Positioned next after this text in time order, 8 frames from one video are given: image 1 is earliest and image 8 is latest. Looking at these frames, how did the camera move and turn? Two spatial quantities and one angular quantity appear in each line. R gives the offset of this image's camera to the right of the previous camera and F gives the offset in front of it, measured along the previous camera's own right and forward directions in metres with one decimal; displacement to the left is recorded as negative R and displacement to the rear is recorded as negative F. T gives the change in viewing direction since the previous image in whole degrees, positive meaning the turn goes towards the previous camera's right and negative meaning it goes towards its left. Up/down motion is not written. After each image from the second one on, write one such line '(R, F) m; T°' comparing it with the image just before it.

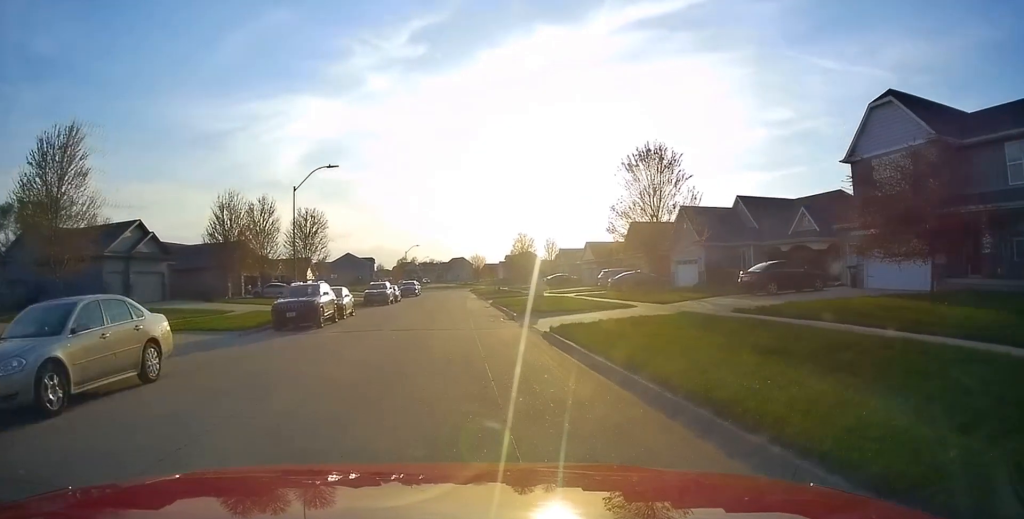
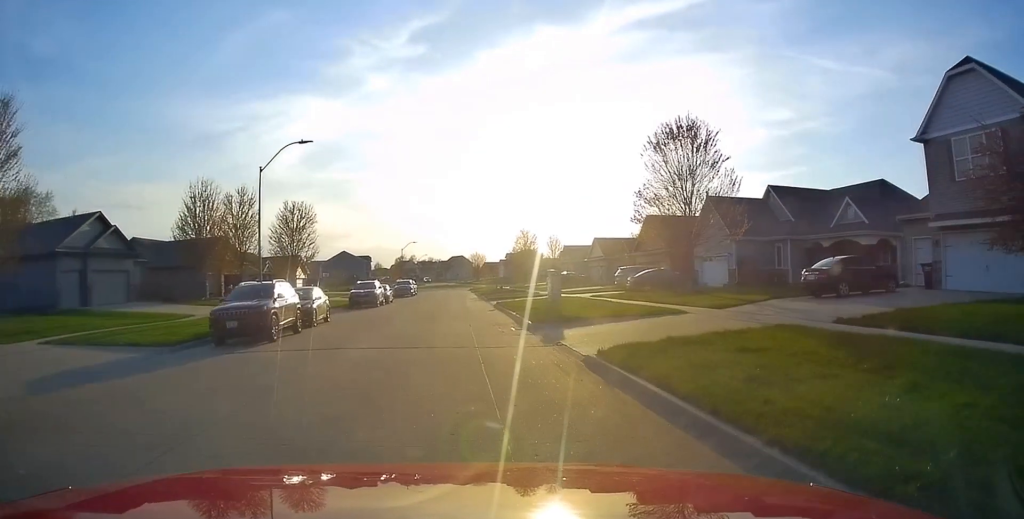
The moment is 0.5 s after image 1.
(-0.1, +5.4) m; -1°
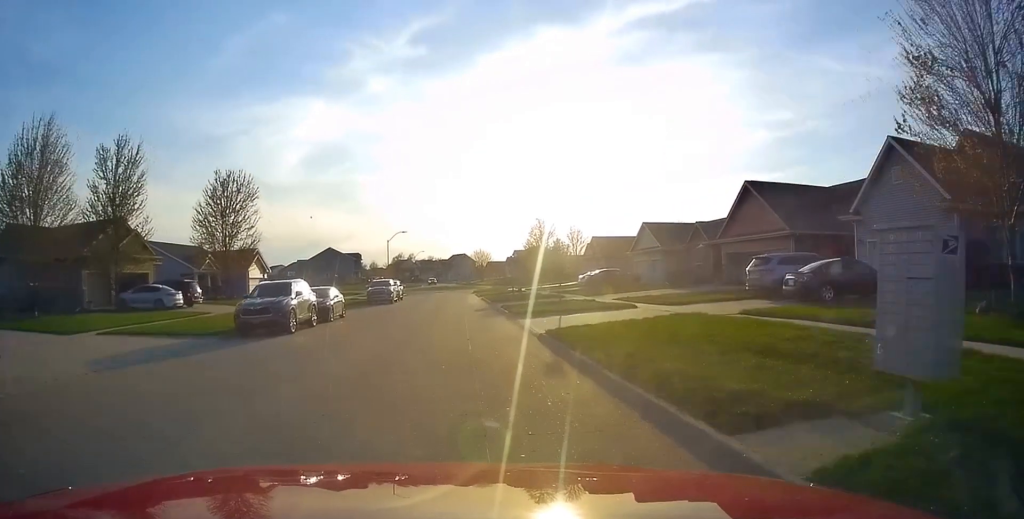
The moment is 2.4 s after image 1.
(-0.7, +20.4) m; -2°
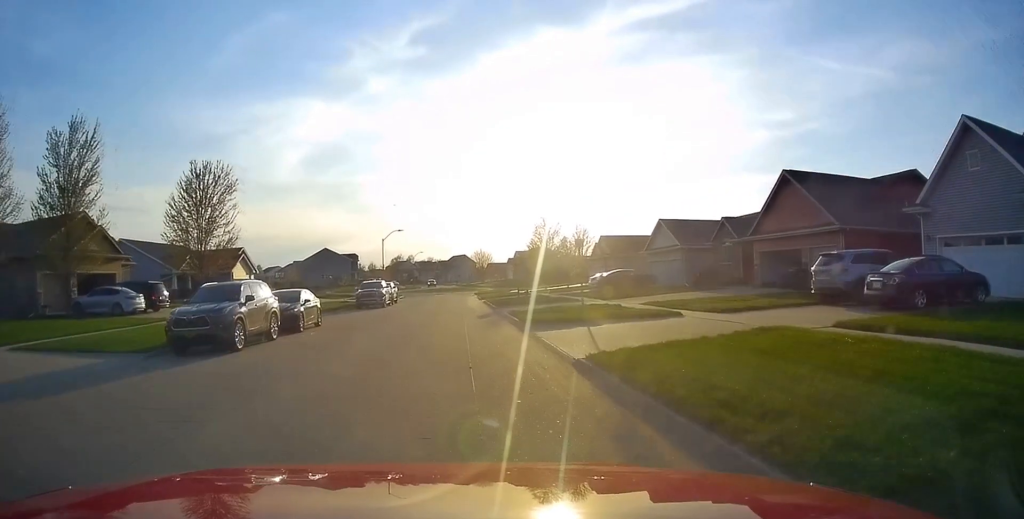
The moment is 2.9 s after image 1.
(0.0, +4.9) m; 0°
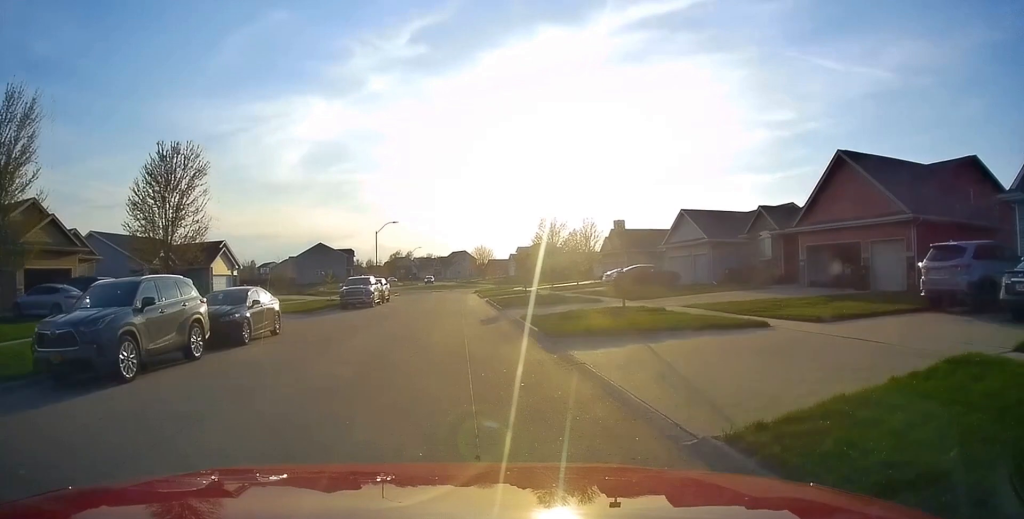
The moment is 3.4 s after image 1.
(0.0, +5.3) m; 0°
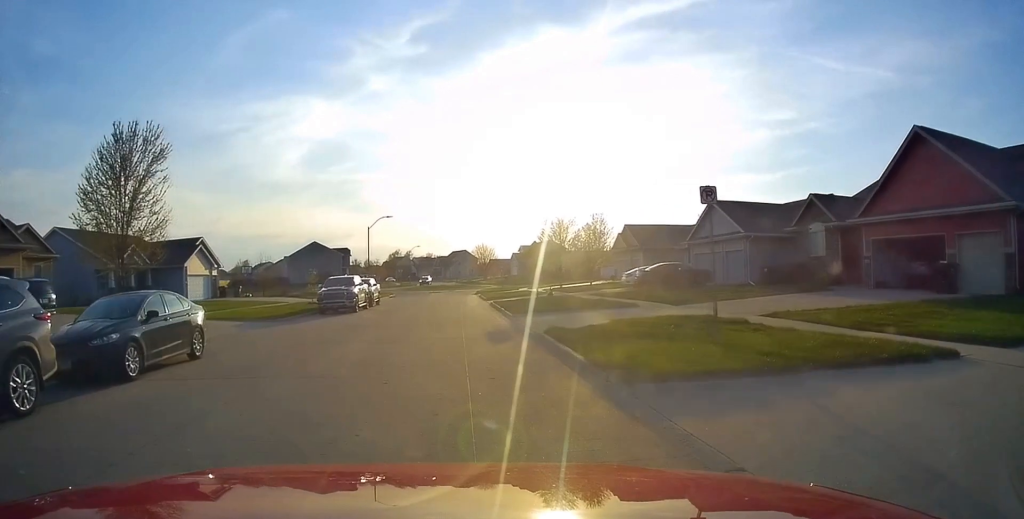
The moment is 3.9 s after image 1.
(0.0, +5.8) m; 0°
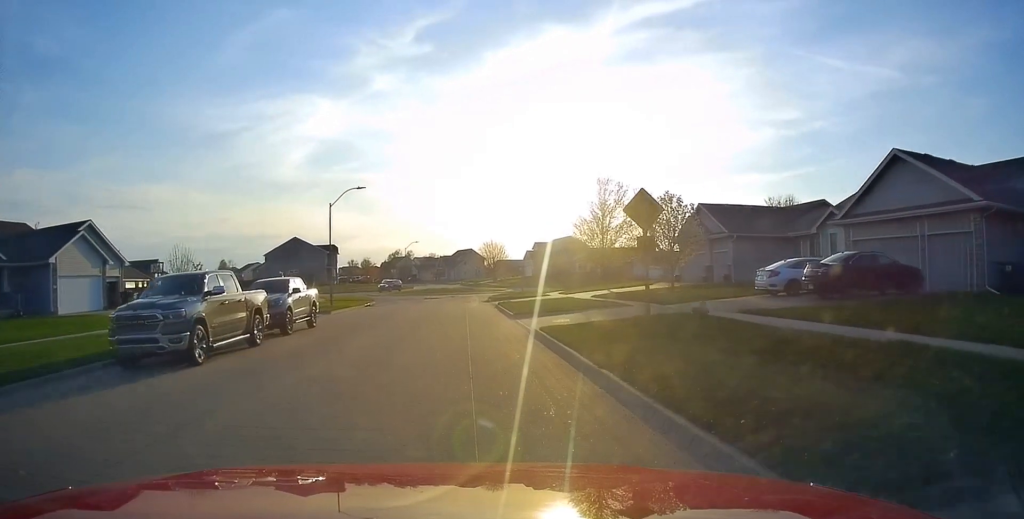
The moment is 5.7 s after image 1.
(0.0, +19.1) m; 0°
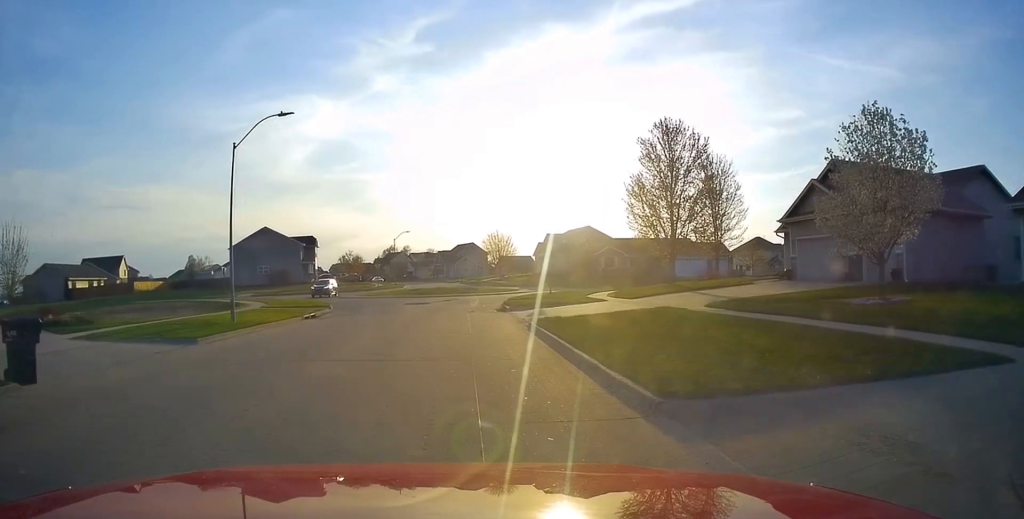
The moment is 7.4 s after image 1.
(0.0, +17.2) m; 0°
